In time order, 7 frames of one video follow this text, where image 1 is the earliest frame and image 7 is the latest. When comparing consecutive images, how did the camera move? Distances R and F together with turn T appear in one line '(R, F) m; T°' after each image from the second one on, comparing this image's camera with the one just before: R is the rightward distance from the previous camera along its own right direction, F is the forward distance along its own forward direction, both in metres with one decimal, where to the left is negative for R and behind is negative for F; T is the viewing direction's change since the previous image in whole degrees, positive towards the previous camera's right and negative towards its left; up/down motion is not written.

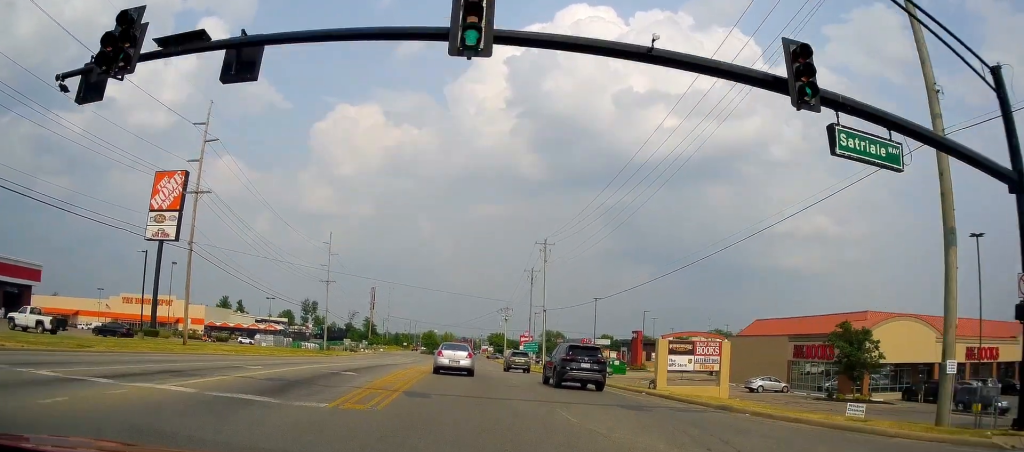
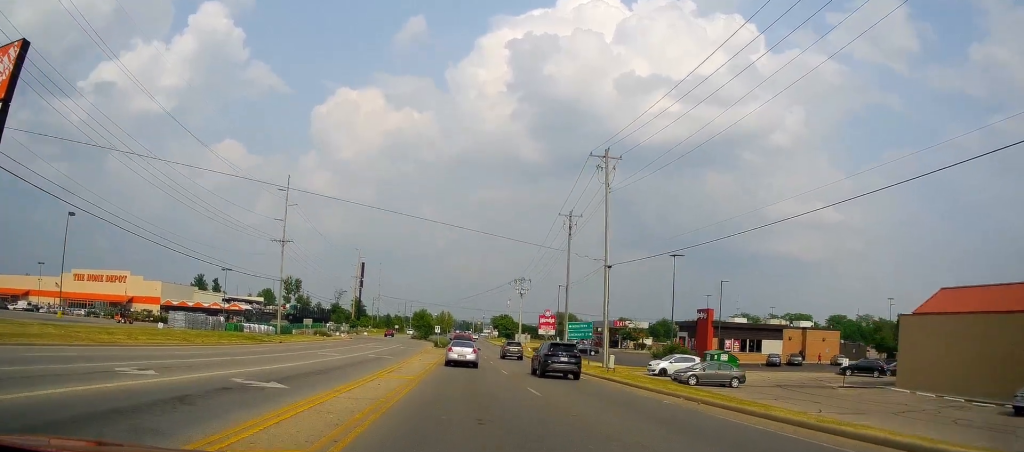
(+0.7, +31.0) m; +2°
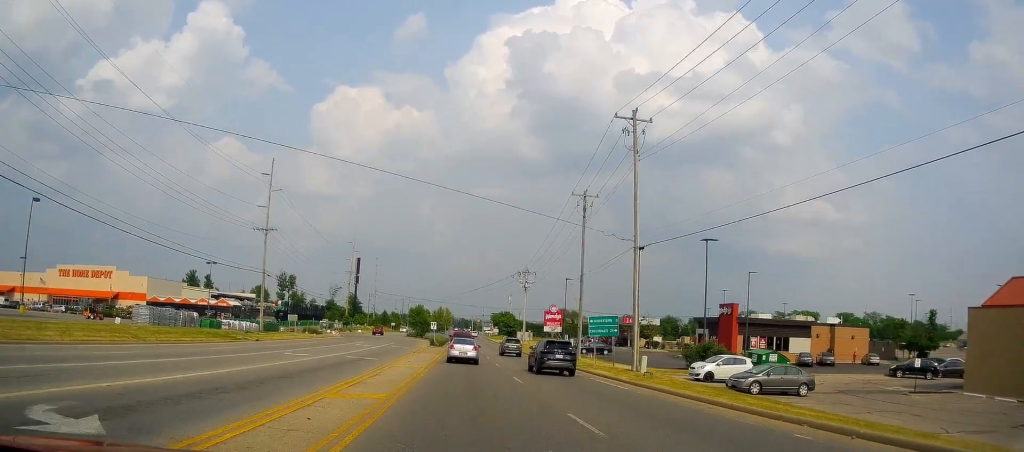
(-0.2, +7.7) m; 0°
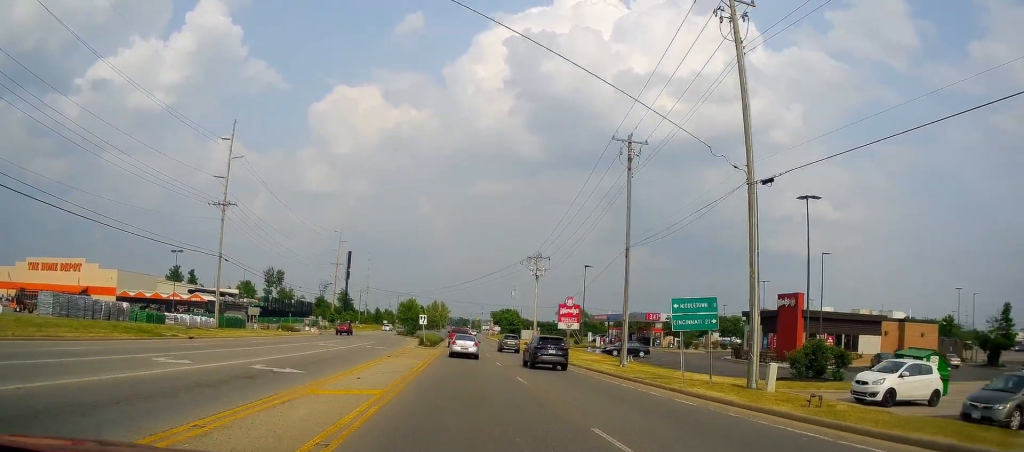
(-0.1, +15.1) m; 0°
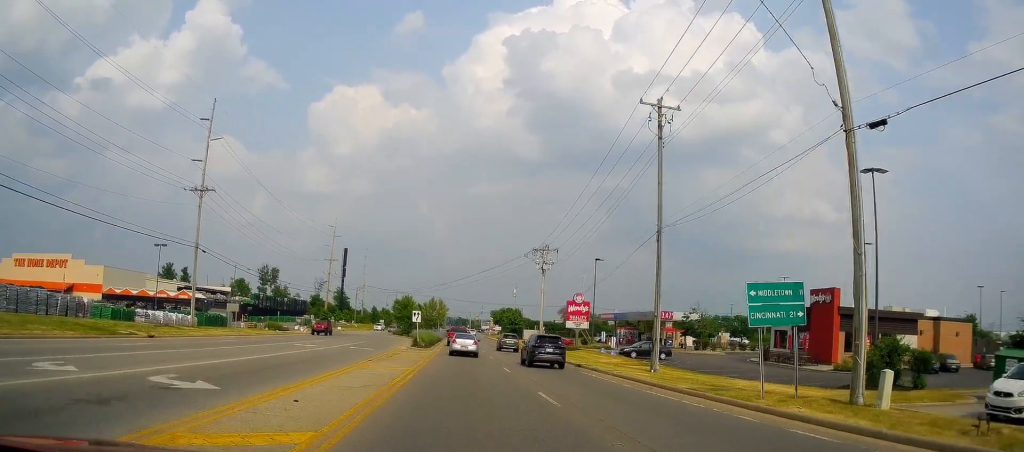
(+0.2, +6.3) m; 0°
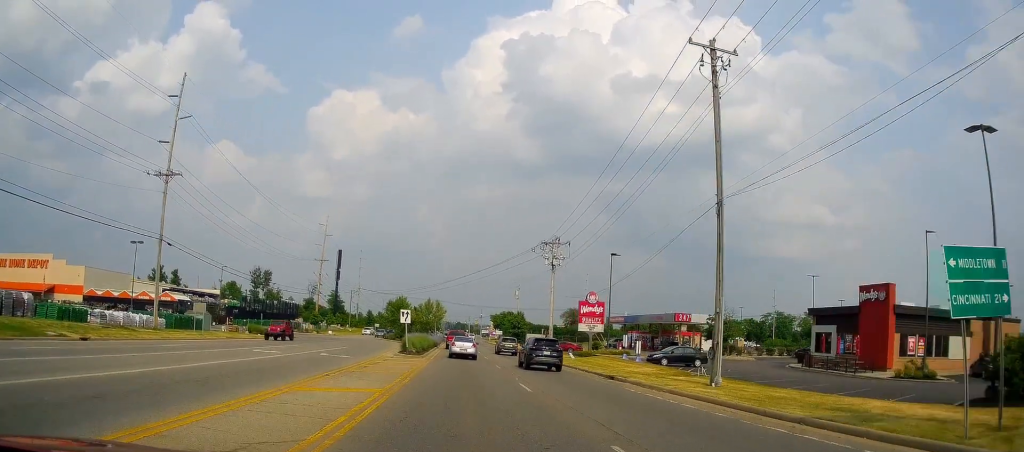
(-0.2, +7.9) m; -1°
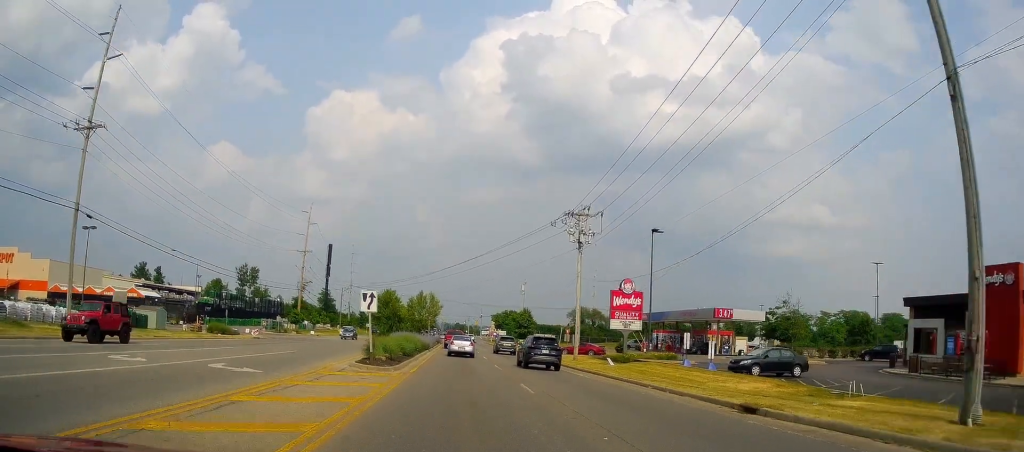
(-0.2, +13.6) m; 0°
